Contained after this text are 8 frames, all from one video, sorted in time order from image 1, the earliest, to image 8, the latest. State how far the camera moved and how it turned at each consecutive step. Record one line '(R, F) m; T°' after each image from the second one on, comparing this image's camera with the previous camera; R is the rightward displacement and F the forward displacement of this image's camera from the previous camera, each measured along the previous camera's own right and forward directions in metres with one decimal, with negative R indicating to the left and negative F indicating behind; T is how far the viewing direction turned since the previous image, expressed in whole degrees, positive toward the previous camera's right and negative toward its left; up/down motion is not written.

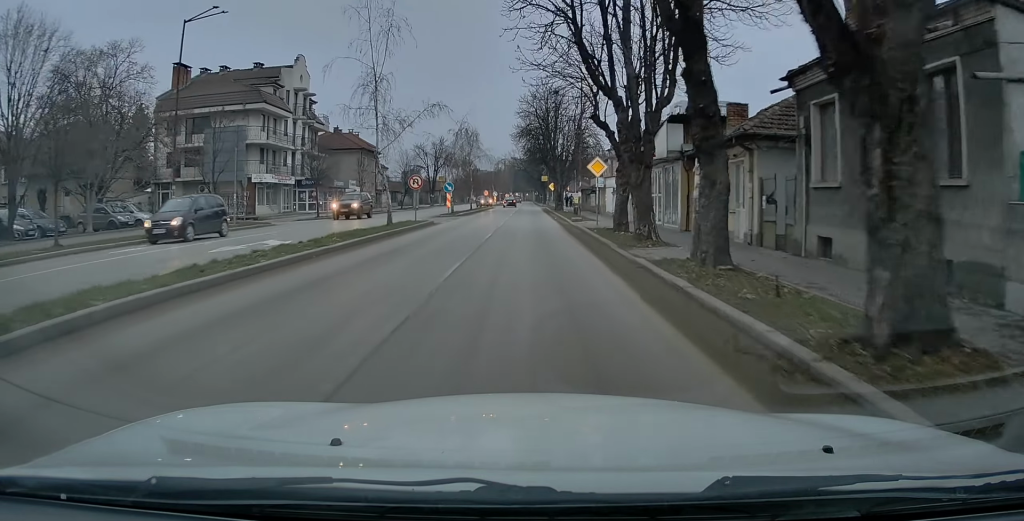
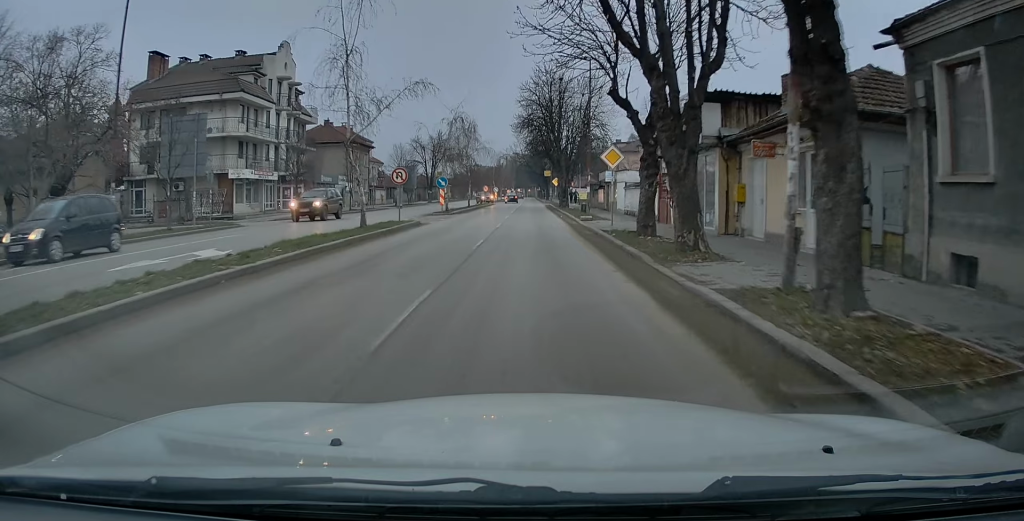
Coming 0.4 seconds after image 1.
(0.0, +4.3) m; 0°
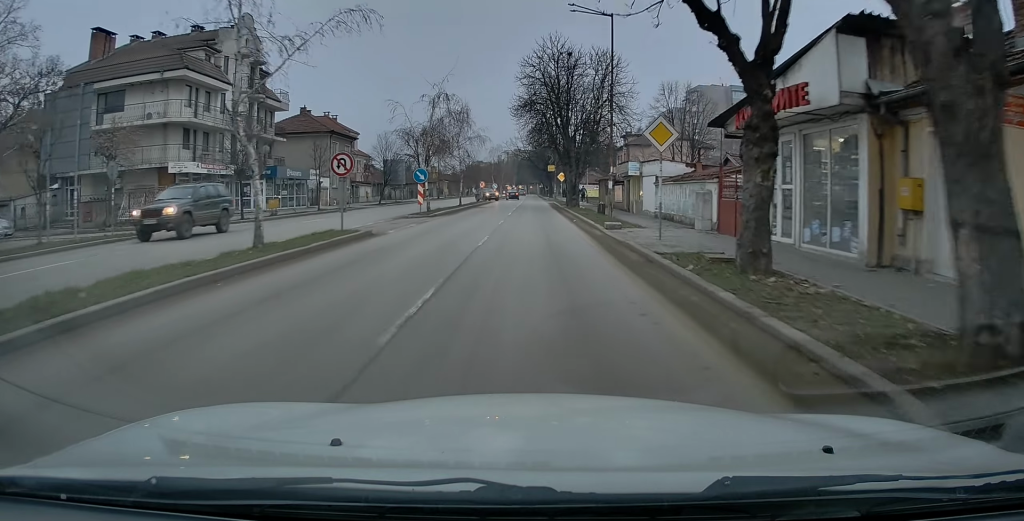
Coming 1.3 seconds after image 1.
(0.0, +8.5) m; 0°
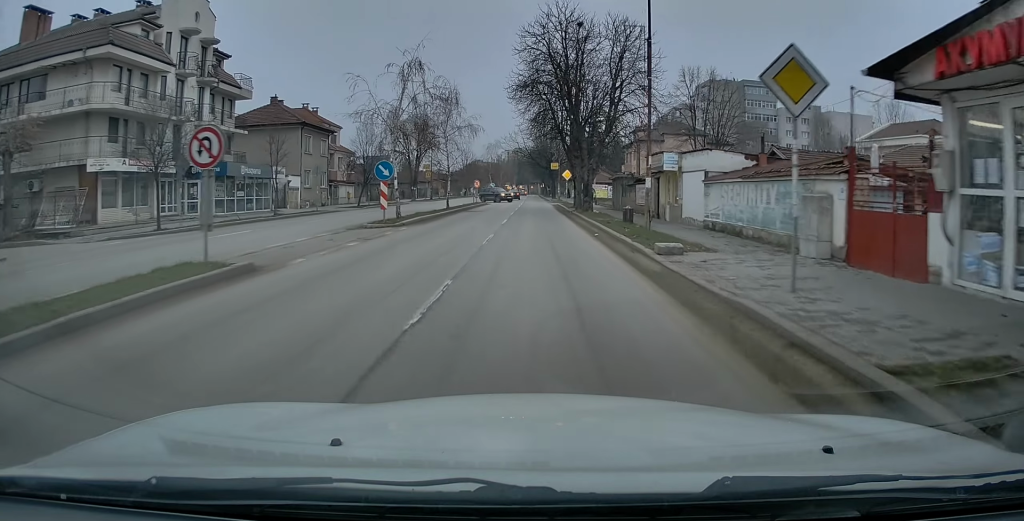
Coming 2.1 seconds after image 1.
(+0.1, +8.5) m; -1°
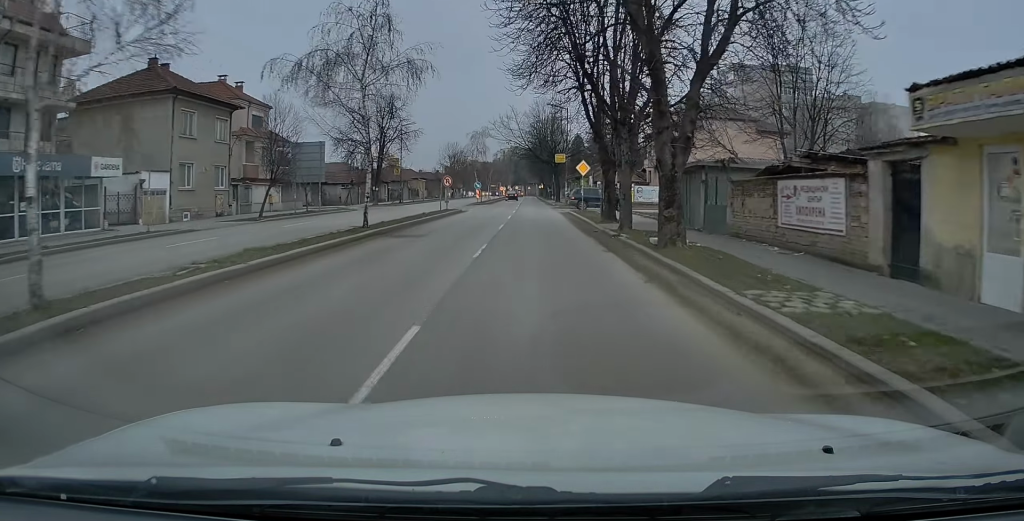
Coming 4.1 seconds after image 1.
(+0.3, +20.7) m; +2°
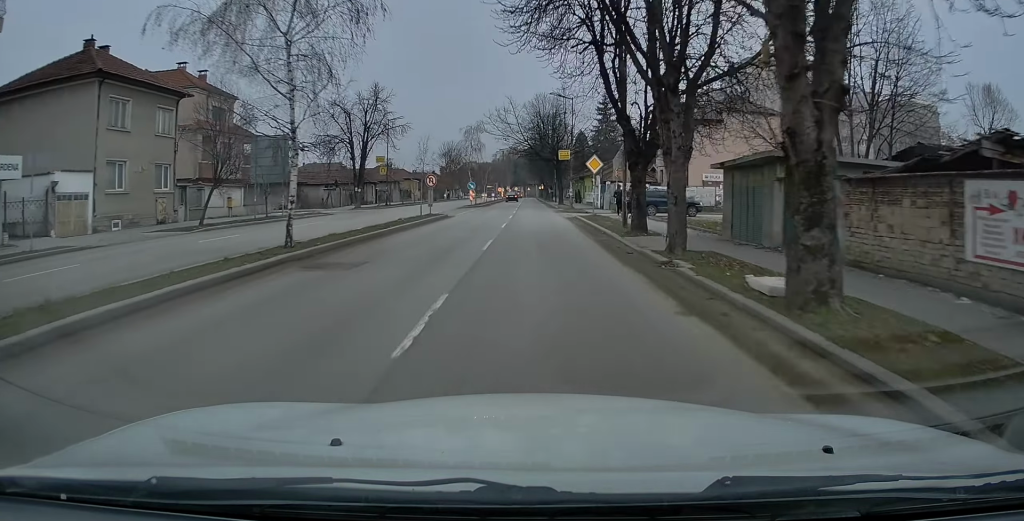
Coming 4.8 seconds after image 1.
(0.0, +7.0) m; -1°
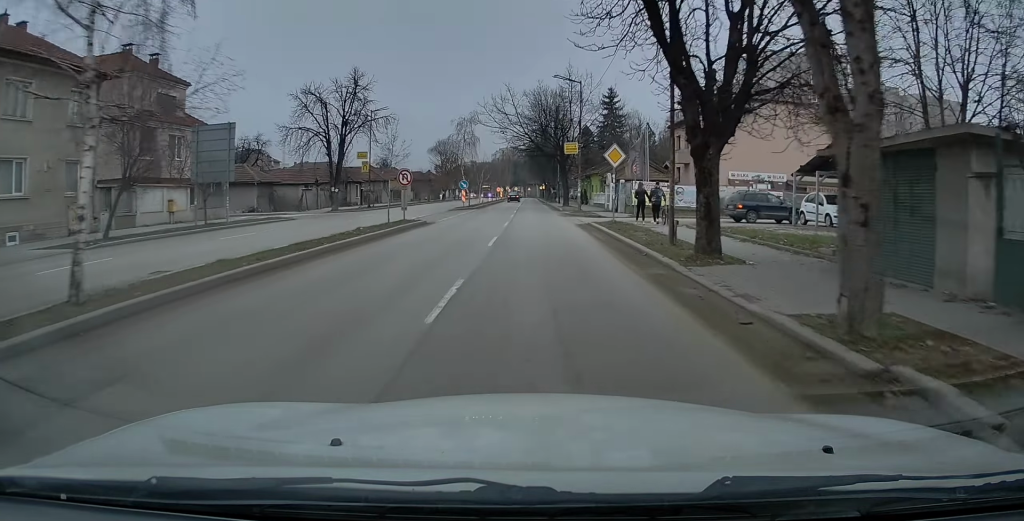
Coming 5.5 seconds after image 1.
(-0.1, +7.4) m; 0°
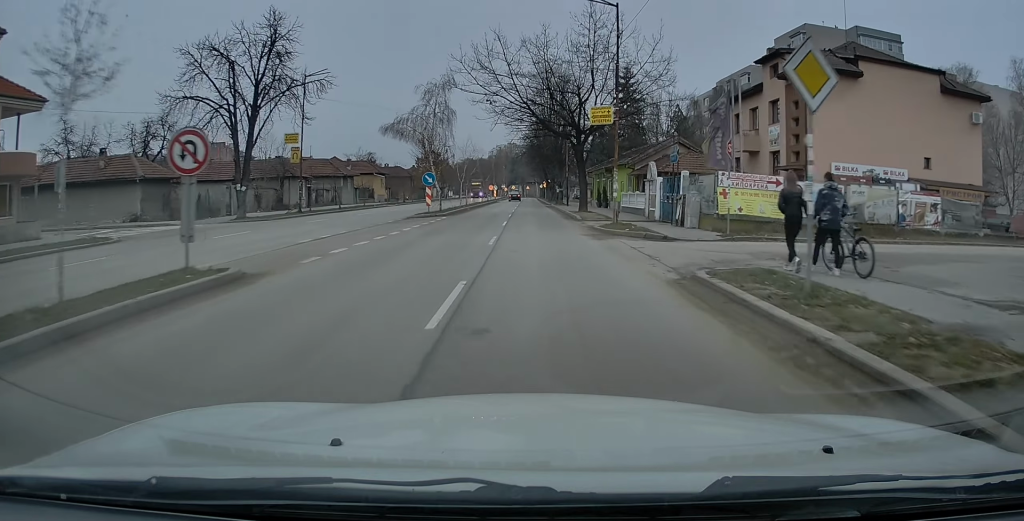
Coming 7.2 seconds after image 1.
(-0.1, +17.7) m; 0°
